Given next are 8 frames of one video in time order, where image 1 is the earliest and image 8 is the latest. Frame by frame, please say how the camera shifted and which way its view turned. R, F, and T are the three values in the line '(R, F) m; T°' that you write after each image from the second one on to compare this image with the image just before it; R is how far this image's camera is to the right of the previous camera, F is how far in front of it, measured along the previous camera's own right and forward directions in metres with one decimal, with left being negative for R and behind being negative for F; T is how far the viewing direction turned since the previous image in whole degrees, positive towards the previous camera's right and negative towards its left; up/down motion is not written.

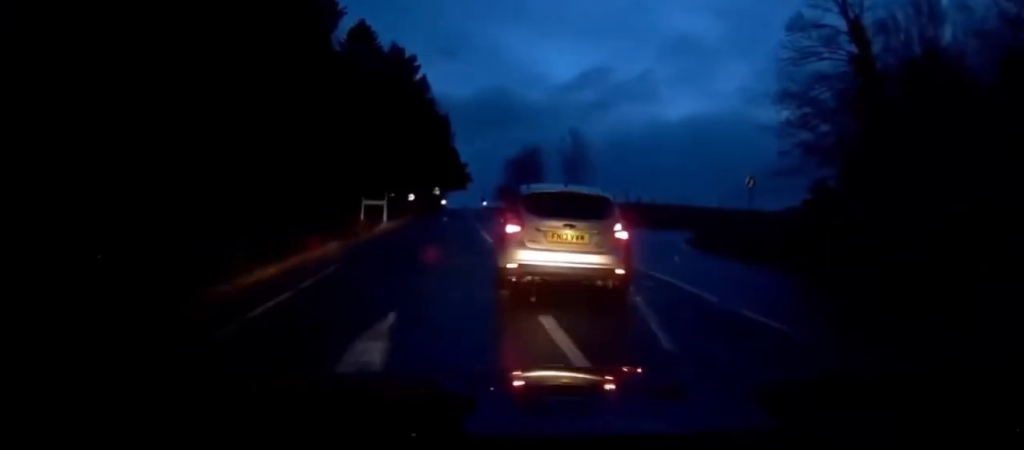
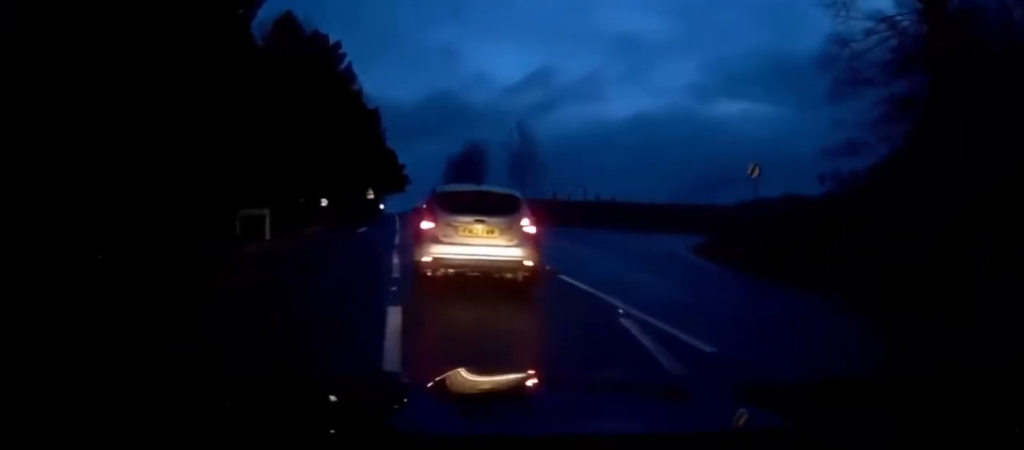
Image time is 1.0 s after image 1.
(-0.1, +8.4) m; 0°
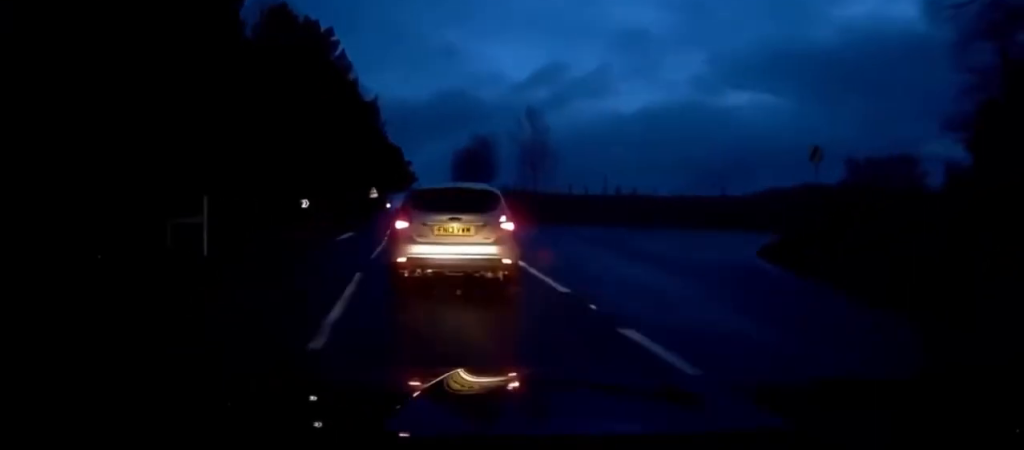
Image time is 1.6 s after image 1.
(-0.1, +5.3) m; +1°
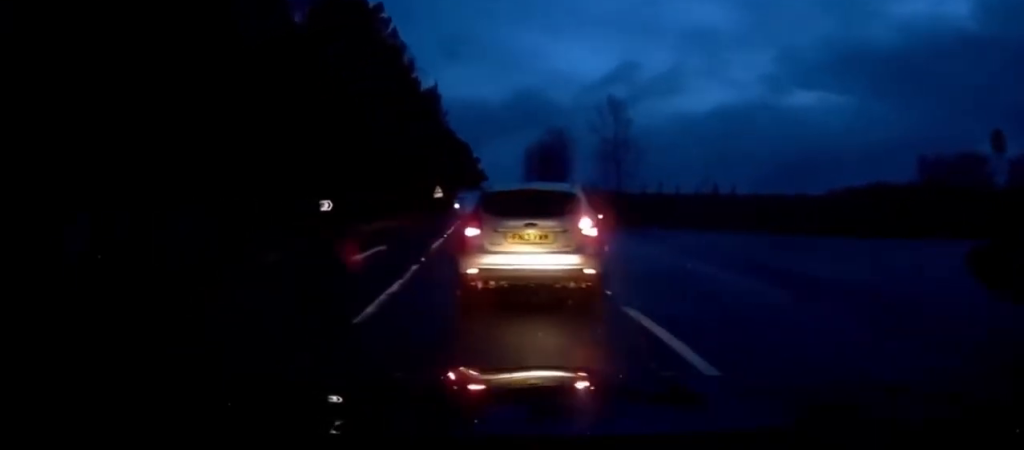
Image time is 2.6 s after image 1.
(+0.5, +8.5) m; -1°
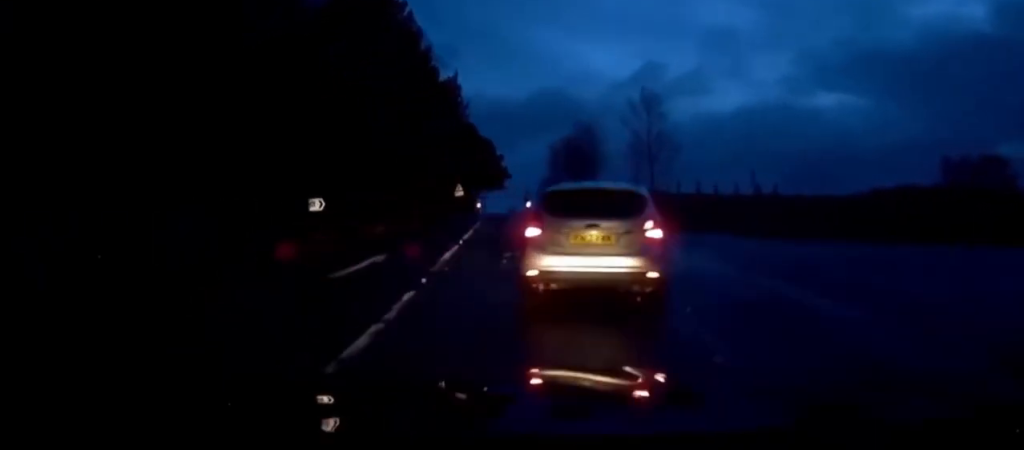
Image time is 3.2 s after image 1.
(-0.3, +4.4) m; -3°
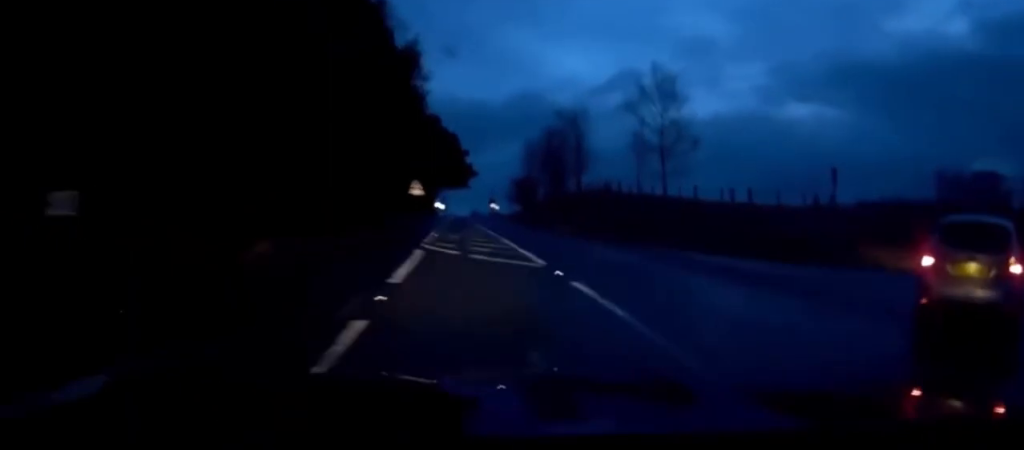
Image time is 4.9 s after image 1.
(-0.6, +12.4) m; -3°
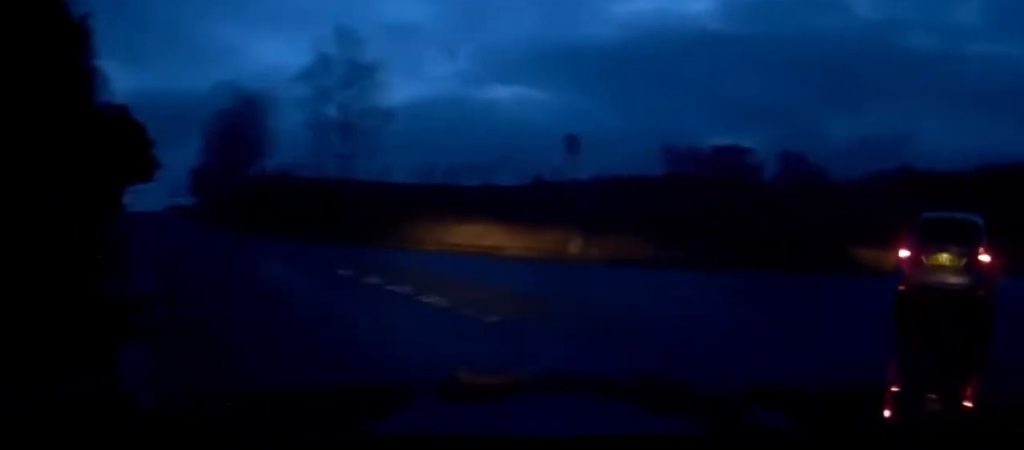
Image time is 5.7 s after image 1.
(-0.1, +5.5) m; +9°
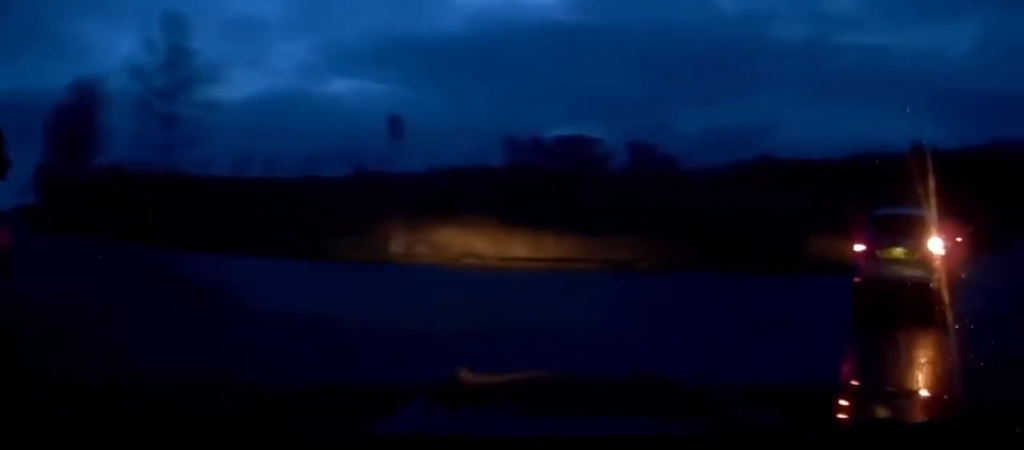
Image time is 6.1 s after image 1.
(+0.2, +2.6) m; +11°
